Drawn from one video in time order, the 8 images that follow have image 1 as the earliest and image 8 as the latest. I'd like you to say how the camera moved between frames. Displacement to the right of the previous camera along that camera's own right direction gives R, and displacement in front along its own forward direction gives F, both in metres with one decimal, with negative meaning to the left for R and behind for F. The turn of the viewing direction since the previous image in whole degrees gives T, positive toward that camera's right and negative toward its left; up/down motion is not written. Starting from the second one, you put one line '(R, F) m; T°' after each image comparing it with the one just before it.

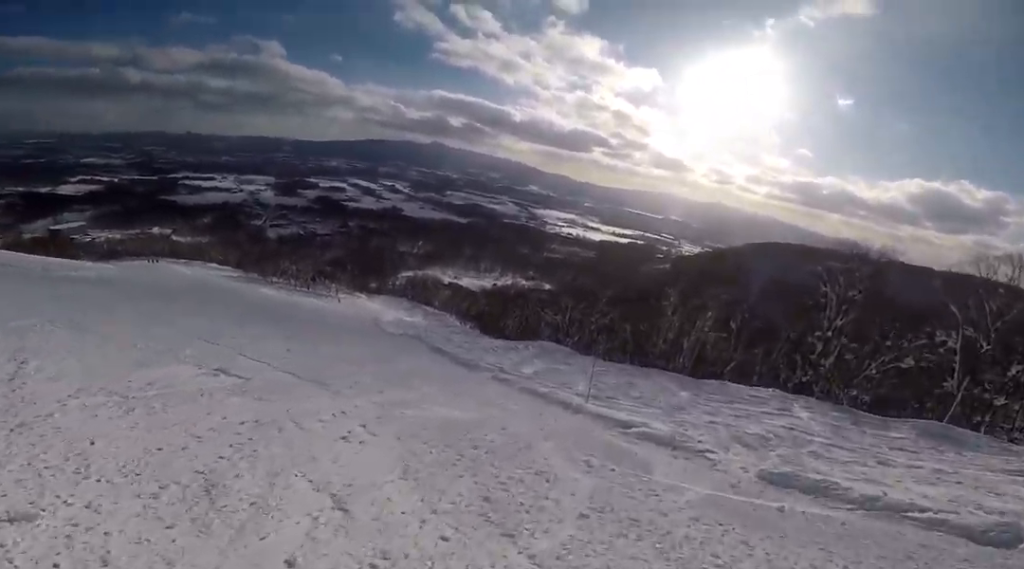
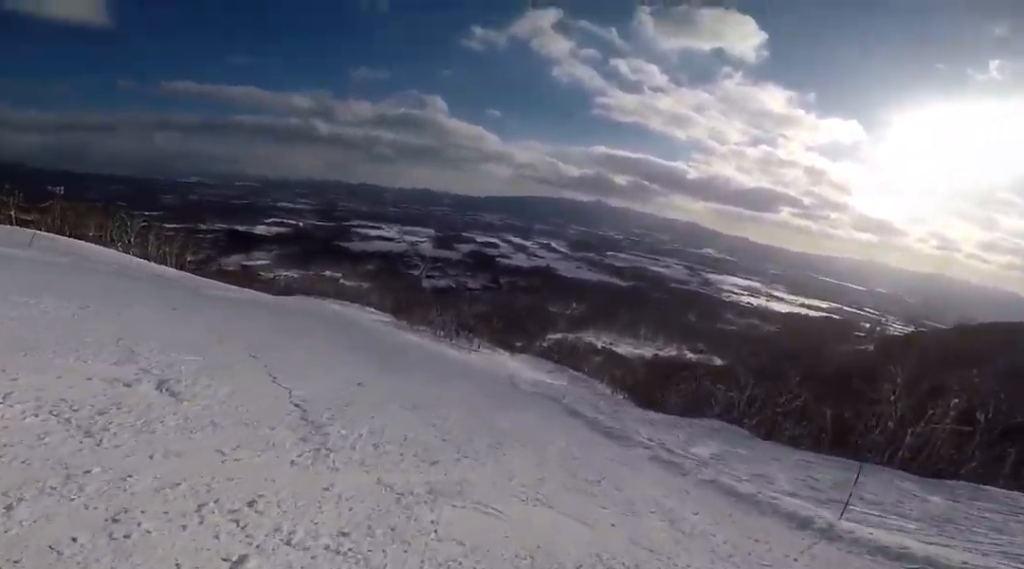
(-1.2, +4.1) m; -18°
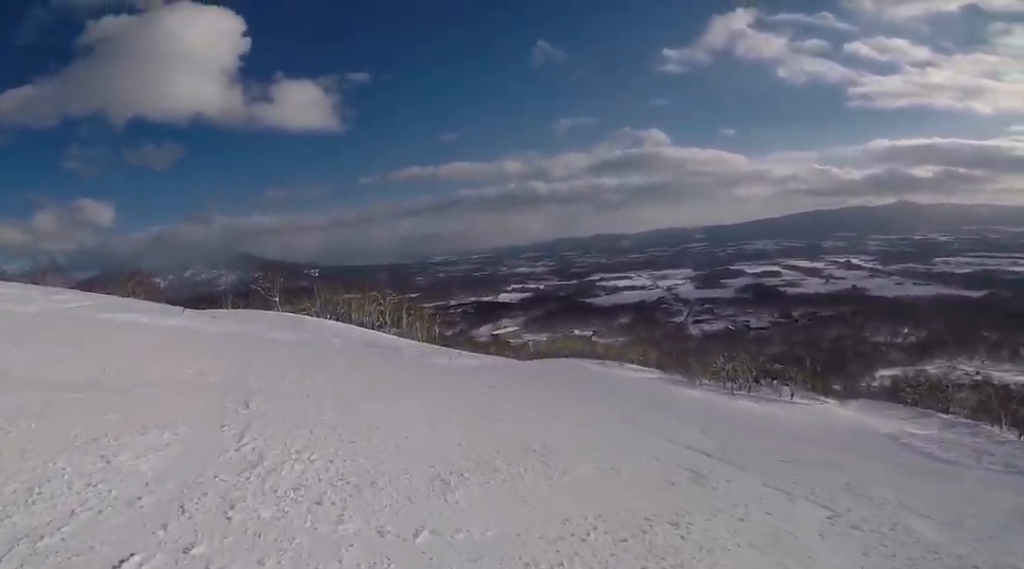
(-3.7, +9.6) m; -38°
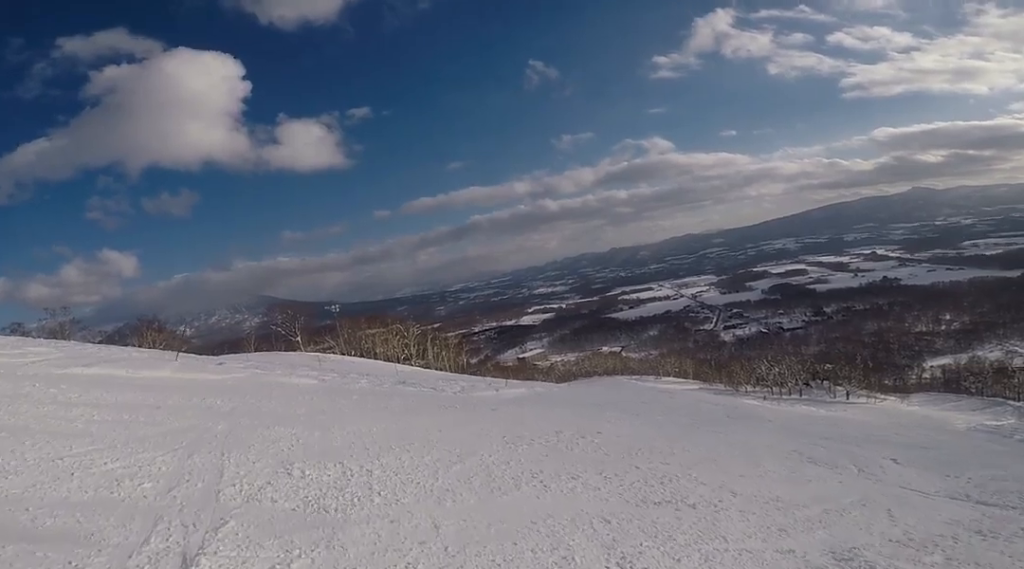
(+0.1, +3.8) m; -6°
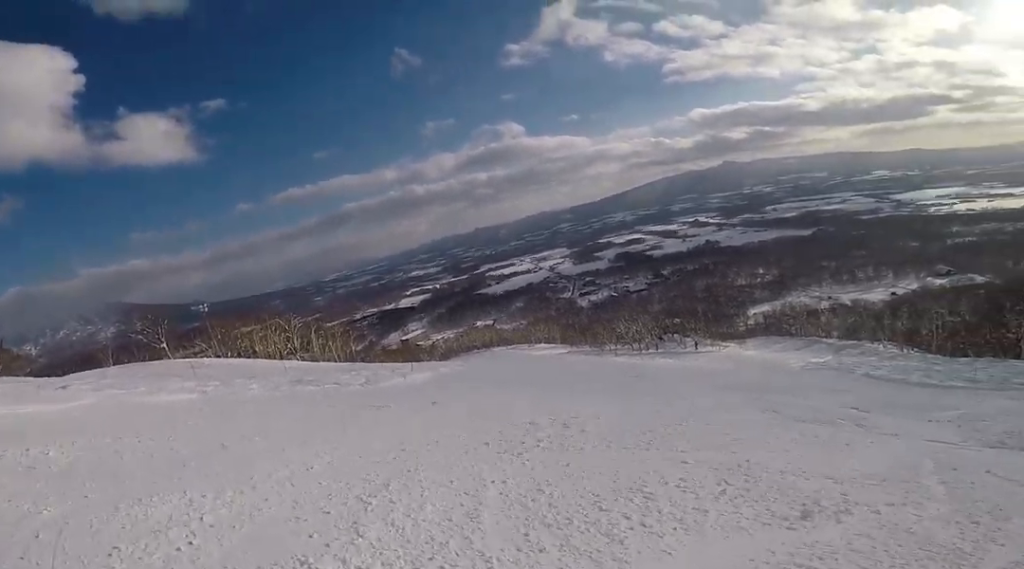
(+0.2, +2.6) m; -2°
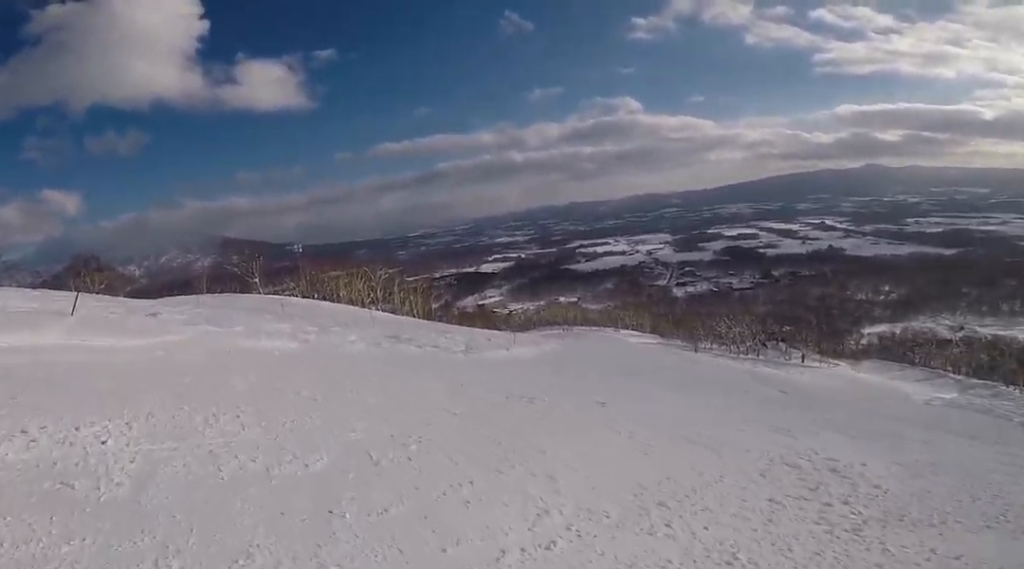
(-0.7, +2.9) m; +3°
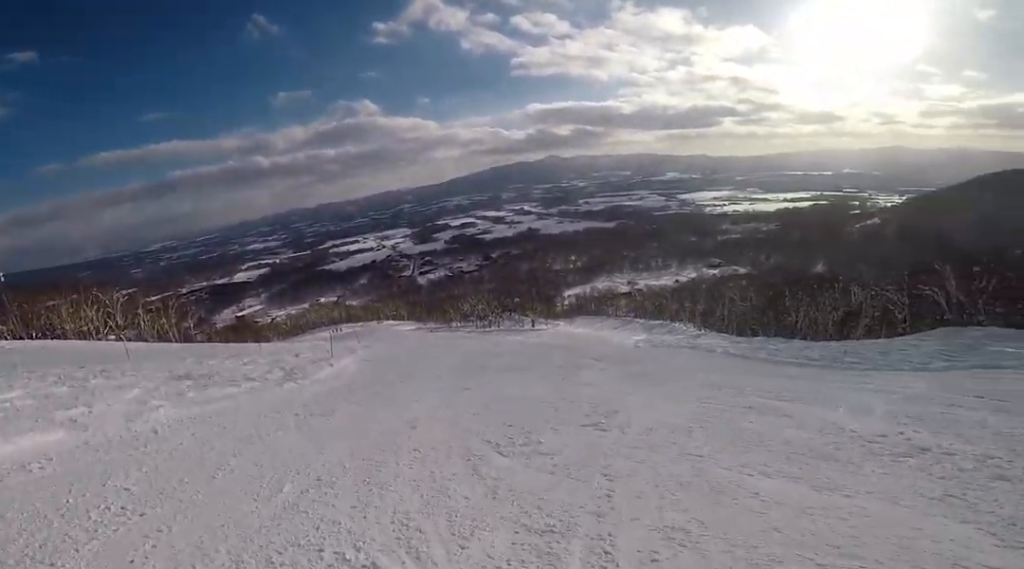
(+1.1, +4.8) m; +42°
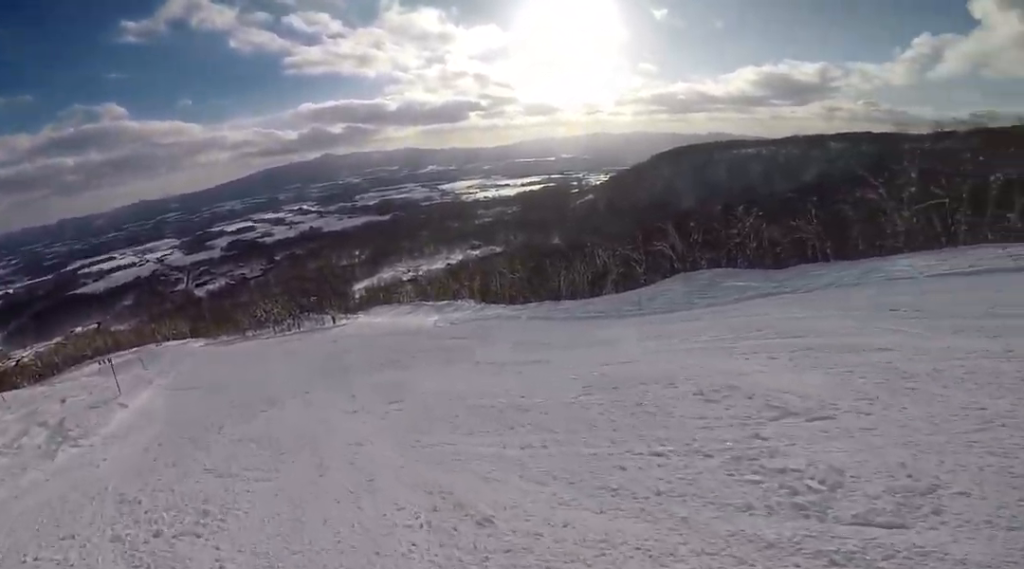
(+2.2, +4.4) m; +39°
